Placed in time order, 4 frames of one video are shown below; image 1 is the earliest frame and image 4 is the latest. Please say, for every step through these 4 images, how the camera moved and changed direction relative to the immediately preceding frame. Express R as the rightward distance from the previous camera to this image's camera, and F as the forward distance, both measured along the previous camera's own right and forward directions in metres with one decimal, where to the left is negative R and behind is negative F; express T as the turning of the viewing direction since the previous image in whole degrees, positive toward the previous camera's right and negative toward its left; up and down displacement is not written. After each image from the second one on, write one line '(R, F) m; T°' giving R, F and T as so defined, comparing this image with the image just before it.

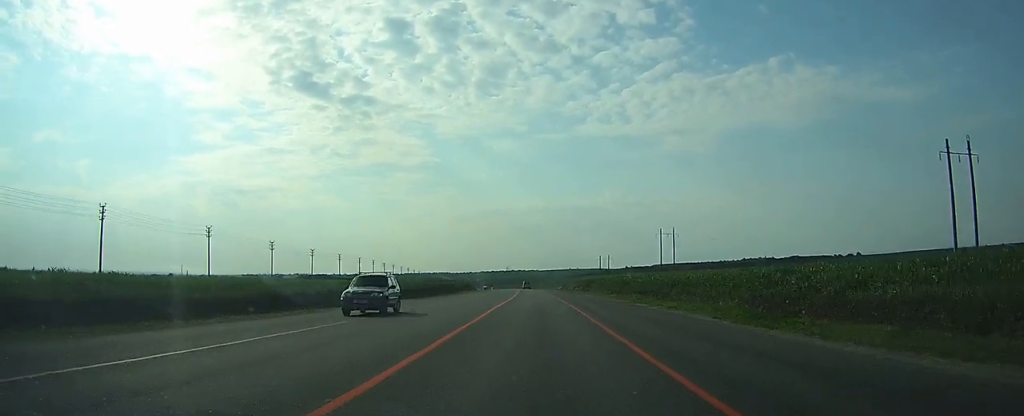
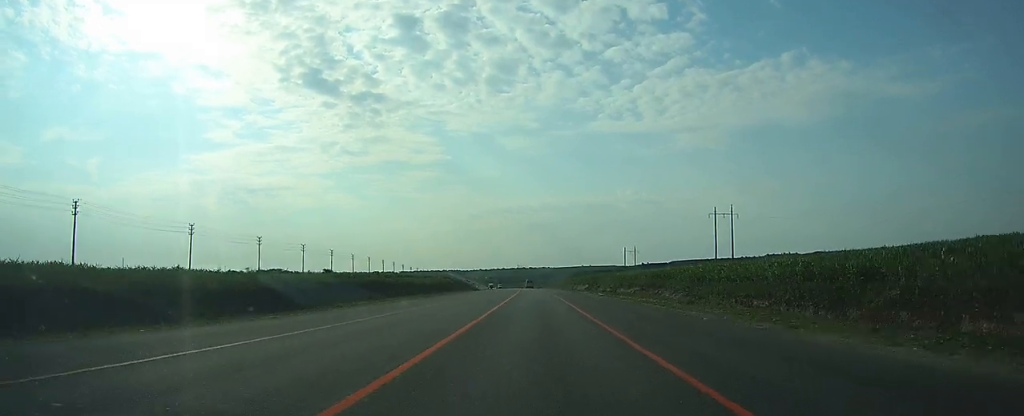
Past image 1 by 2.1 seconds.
(-0.6, +61.0) m; -1°
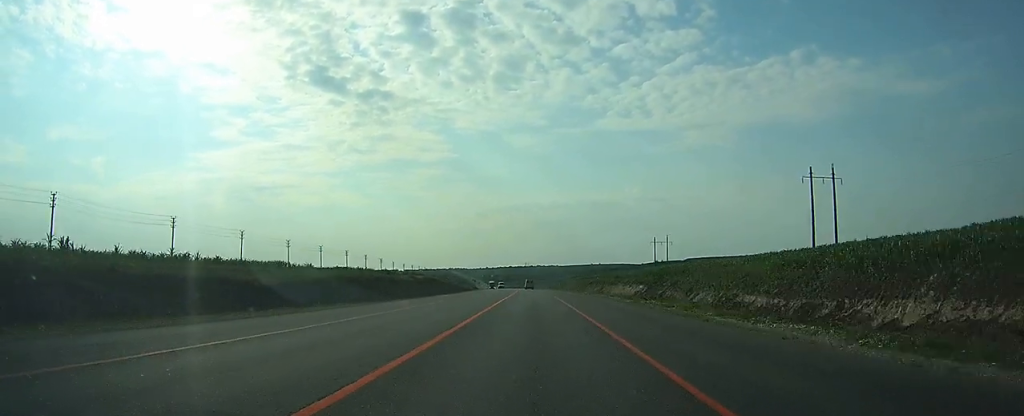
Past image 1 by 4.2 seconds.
(-0.9, +61.0) m; -1°
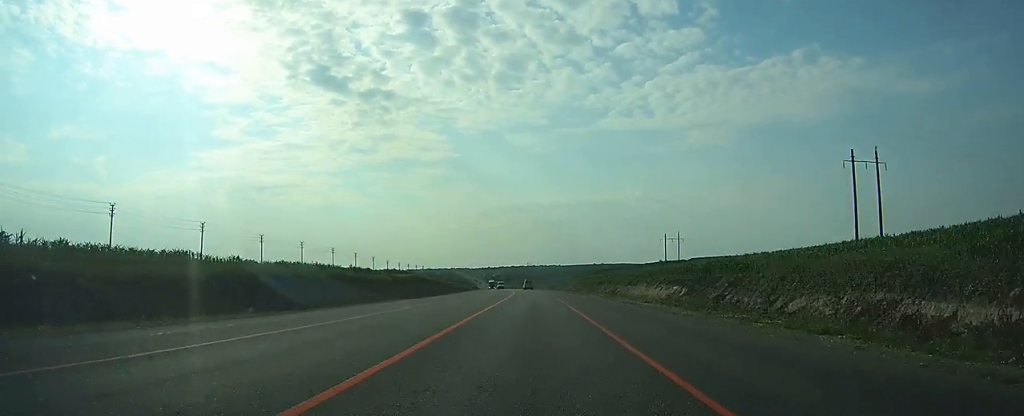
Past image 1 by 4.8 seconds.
(0.0, +16.4) m; 0°
